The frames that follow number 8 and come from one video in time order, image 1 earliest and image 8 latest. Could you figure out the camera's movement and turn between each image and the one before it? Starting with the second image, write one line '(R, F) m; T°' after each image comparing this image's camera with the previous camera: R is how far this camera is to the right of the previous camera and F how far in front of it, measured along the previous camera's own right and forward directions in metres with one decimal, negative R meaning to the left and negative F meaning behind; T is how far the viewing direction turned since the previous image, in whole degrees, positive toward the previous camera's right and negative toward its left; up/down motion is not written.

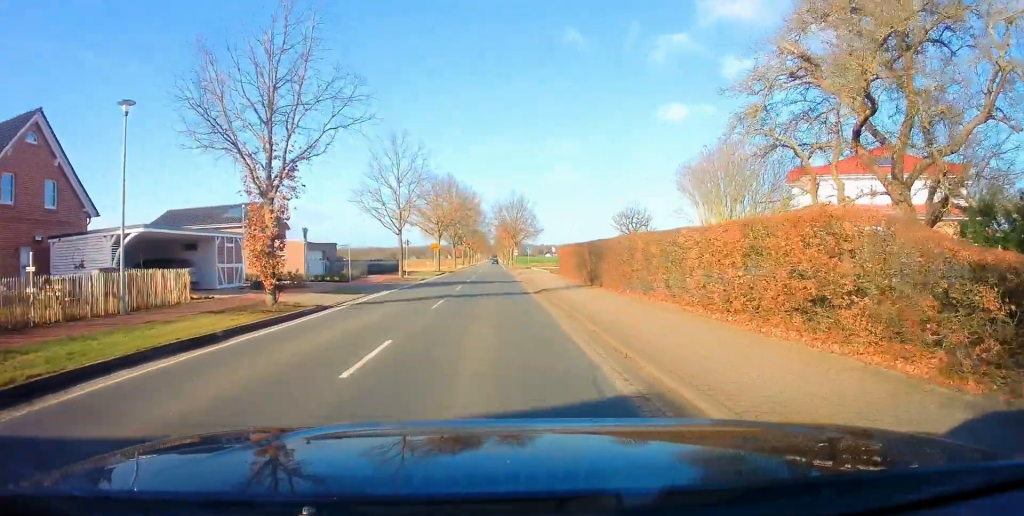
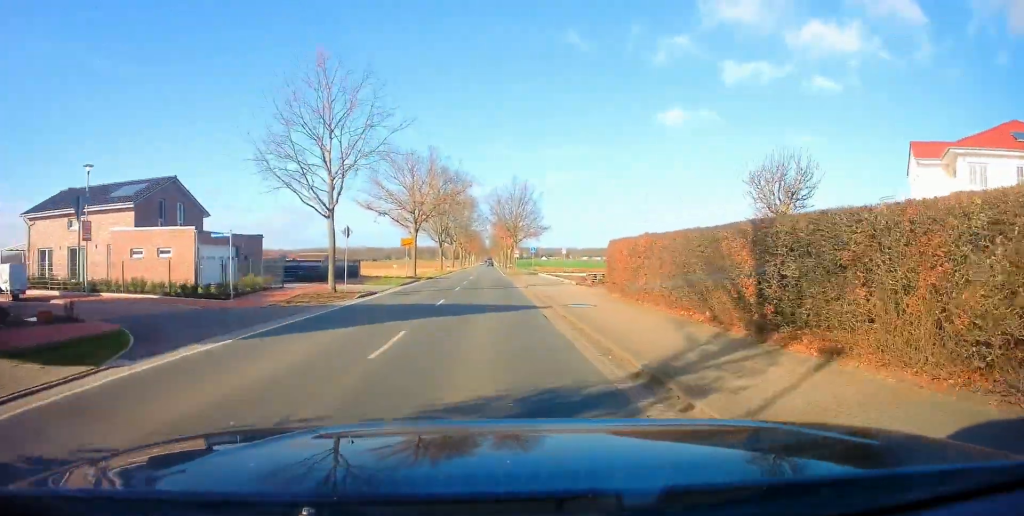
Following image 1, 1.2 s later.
(+0.2, +16.7) m; 0°
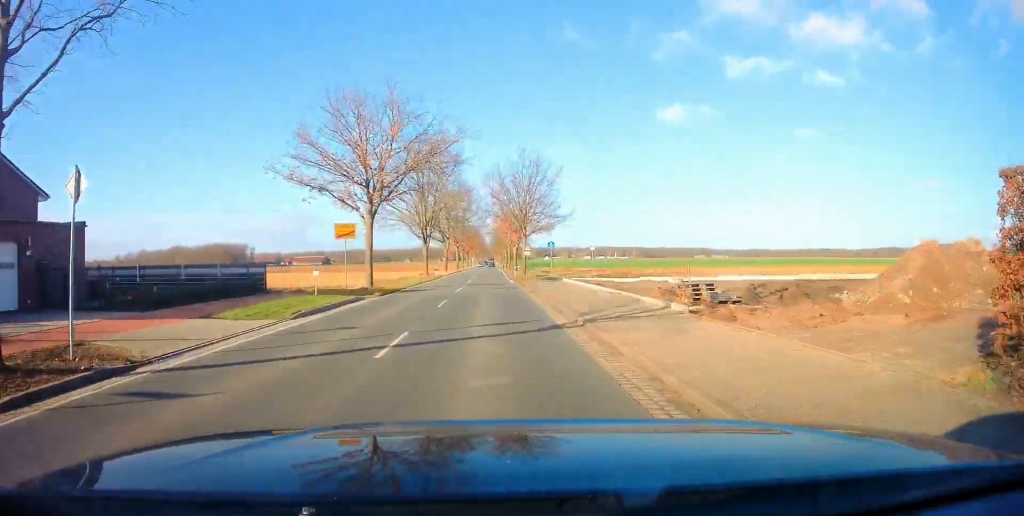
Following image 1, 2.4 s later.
(-0.2, +17.9) m; -1°
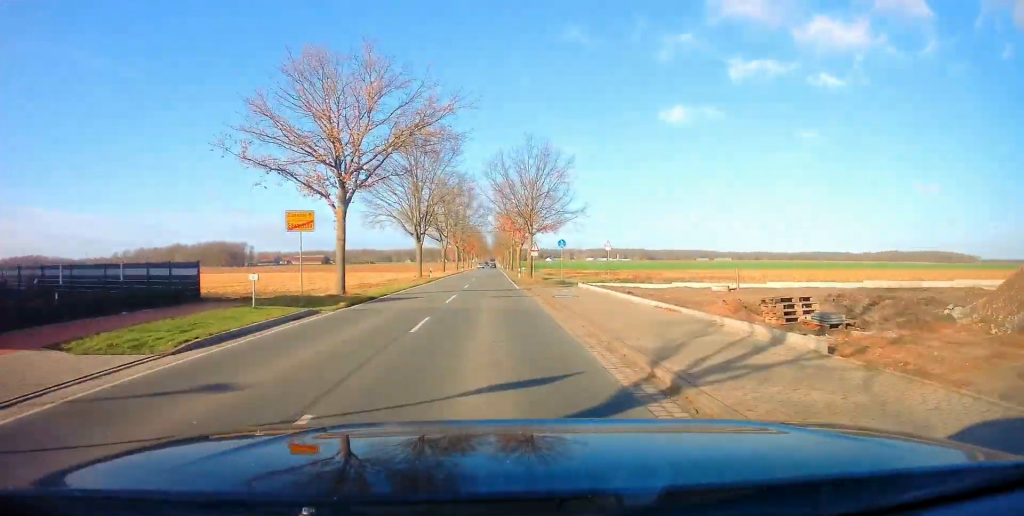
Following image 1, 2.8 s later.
(0.0, +6.0) m; 0°
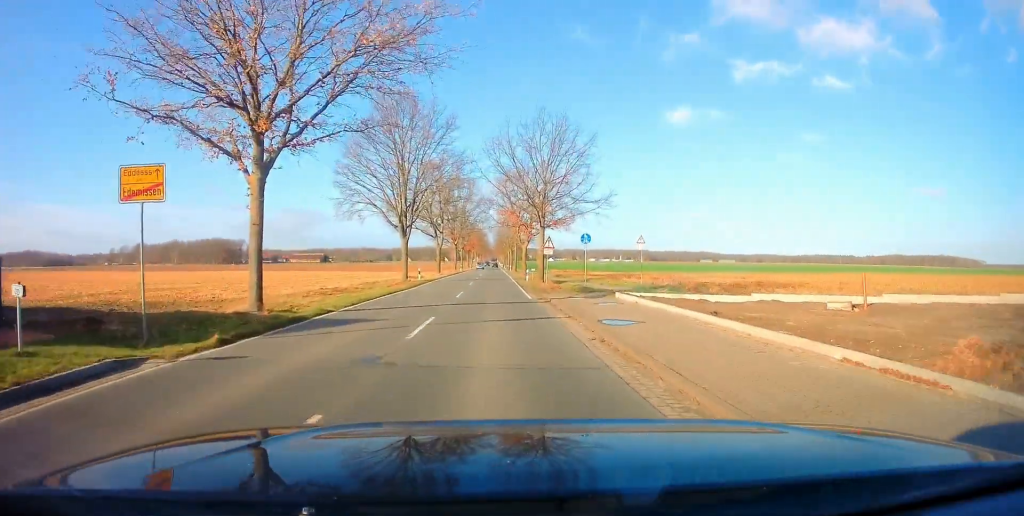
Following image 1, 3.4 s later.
(0.0, +9.0) m; +1°
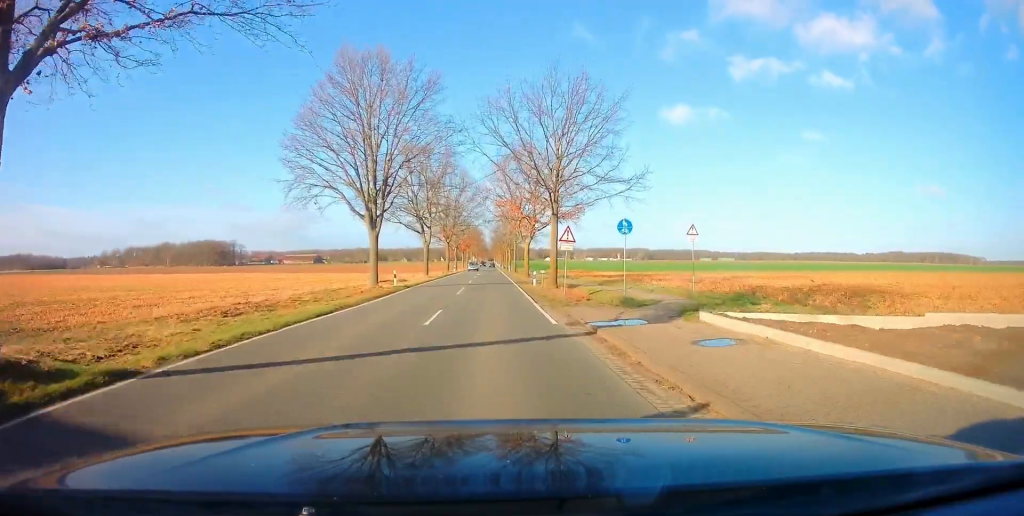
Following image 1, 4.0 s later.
(+0.1, +9.6) m; +1°
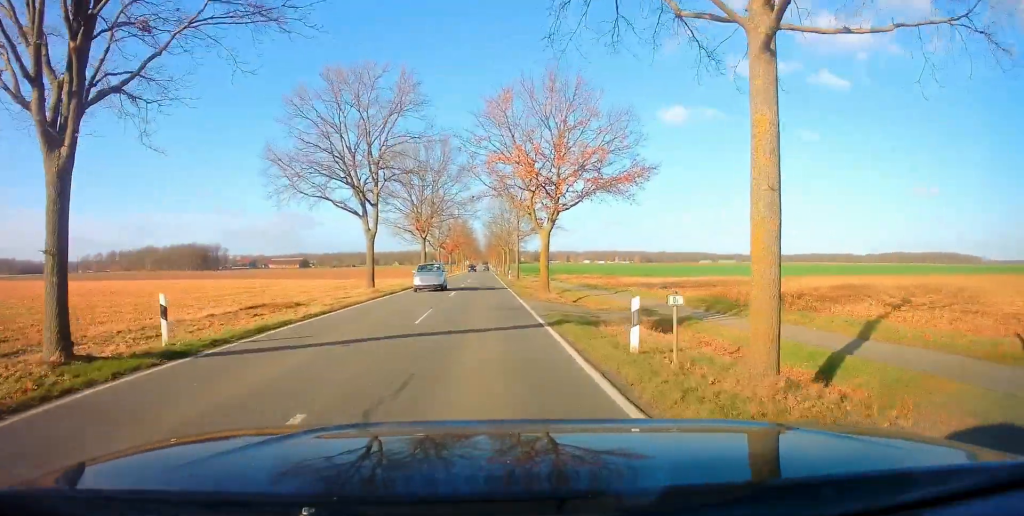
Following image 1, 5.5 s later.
(+0.2, +23.4) m; 0°
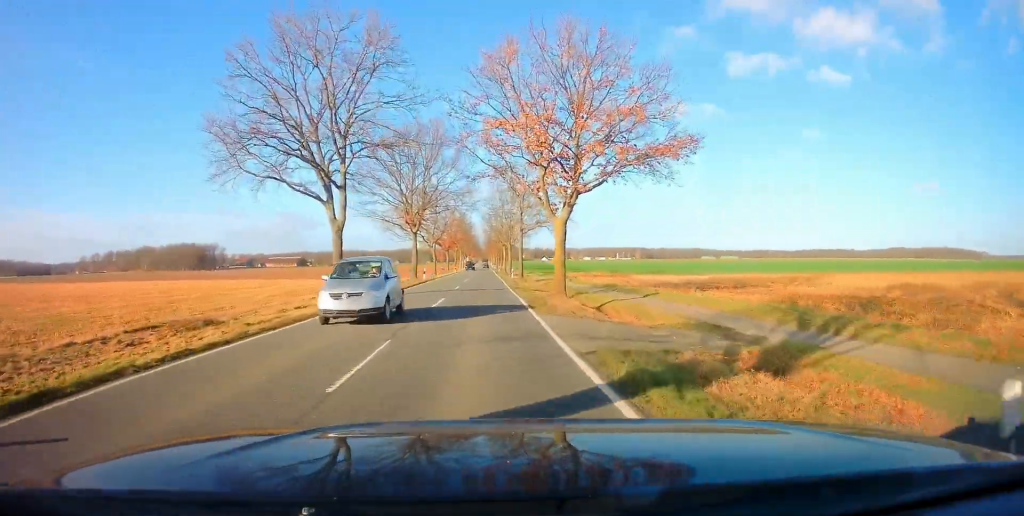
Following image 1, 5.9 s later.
(0.0, +7.0) m; 0°
